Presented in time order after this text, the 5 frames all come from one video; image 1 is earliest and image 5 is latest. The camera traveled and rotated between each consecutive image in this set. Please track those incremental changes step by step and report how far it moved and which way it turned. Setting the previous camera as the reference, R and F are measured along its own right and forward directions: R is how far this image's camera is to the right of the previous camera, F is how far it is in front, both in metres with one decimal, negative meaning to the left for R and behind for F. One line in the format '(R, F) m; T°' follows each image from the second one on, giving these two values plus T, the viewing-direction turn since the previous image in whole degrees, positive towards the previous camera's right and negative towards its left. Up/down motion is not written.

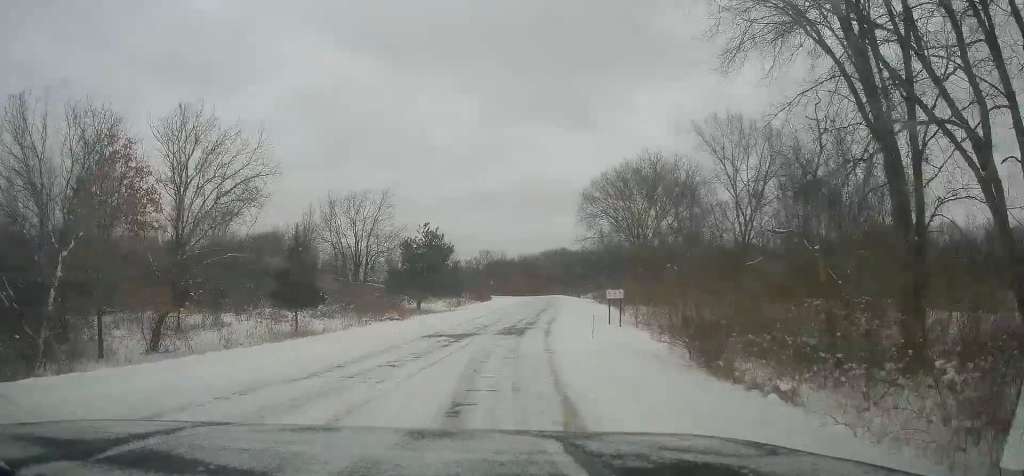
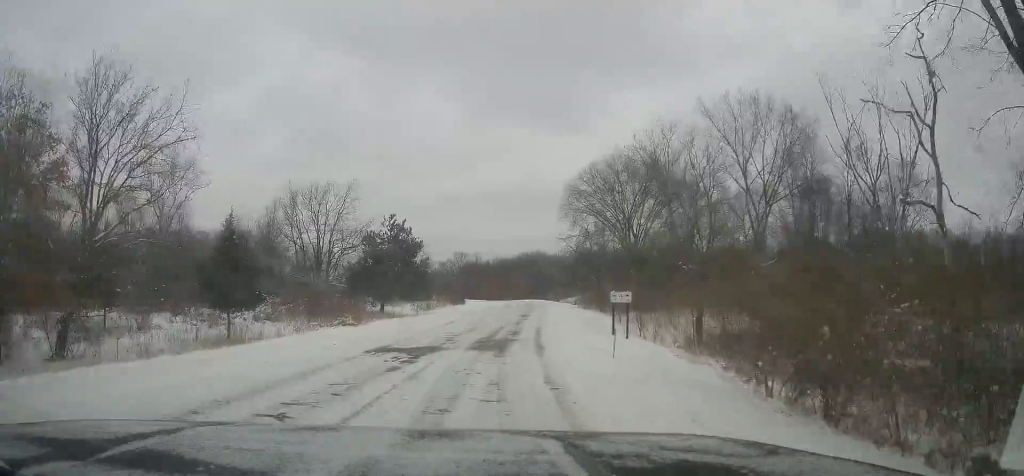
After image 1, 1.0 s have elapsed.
(+0.3, +6.5) m; -2°
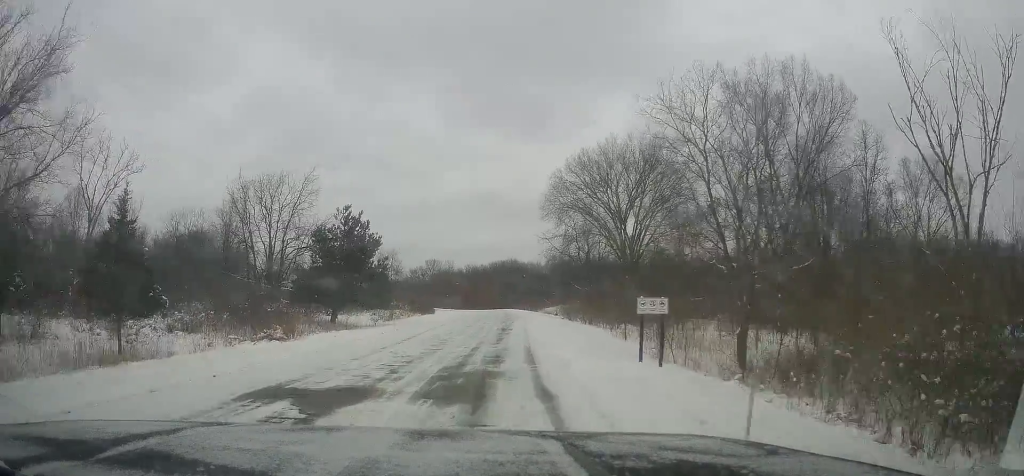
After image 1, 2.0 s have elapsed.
(-0.6, +8.0) m; -1°
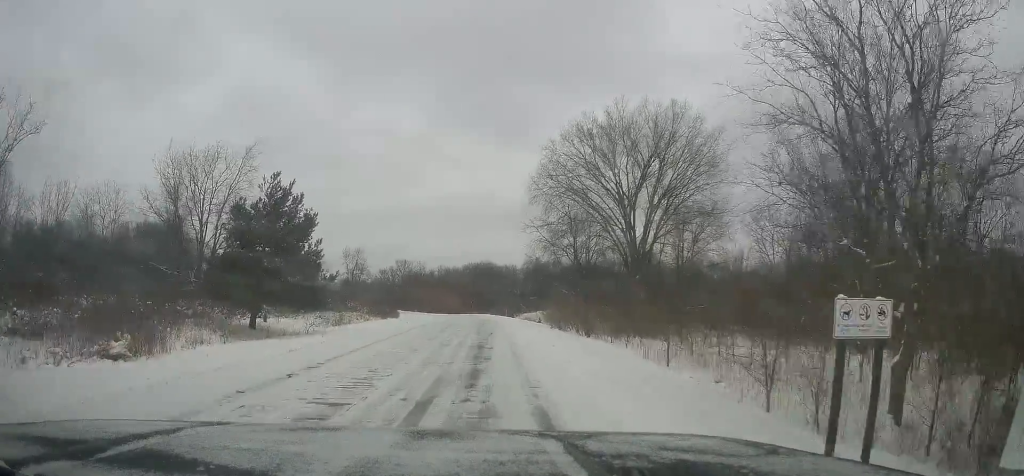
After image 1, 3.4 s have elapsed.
(+0.8, +11.0) m; +4°
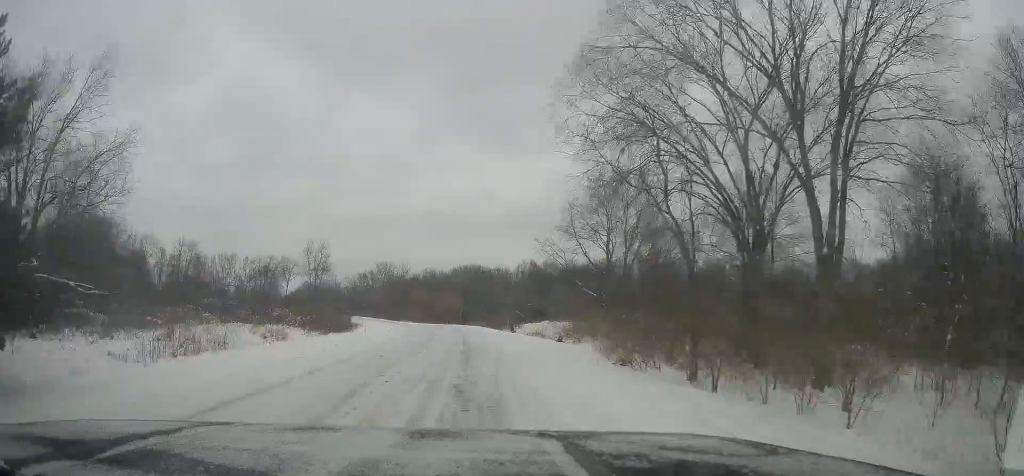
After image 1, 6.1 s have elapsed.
(-1.4, +24.0) m; -3°
